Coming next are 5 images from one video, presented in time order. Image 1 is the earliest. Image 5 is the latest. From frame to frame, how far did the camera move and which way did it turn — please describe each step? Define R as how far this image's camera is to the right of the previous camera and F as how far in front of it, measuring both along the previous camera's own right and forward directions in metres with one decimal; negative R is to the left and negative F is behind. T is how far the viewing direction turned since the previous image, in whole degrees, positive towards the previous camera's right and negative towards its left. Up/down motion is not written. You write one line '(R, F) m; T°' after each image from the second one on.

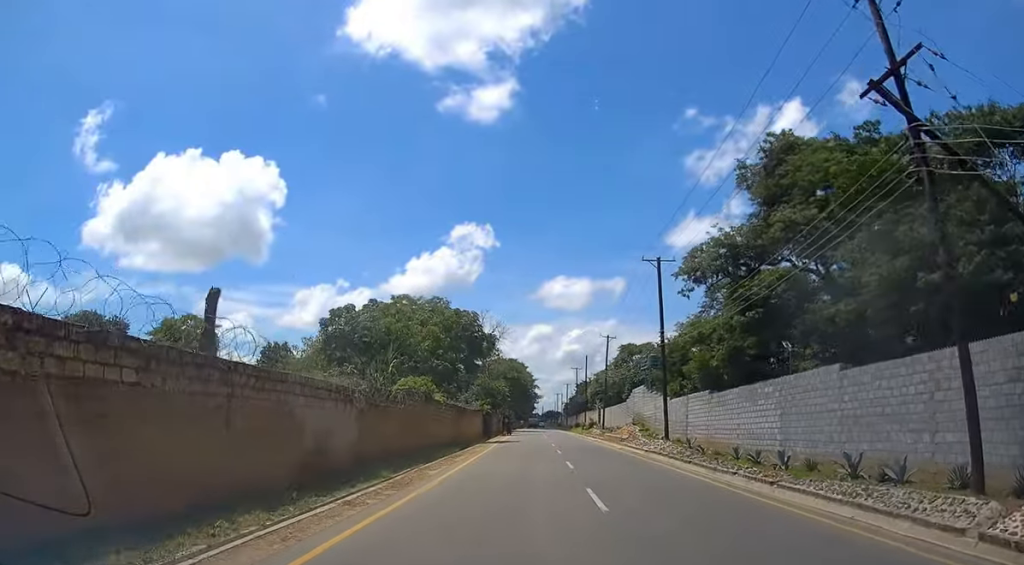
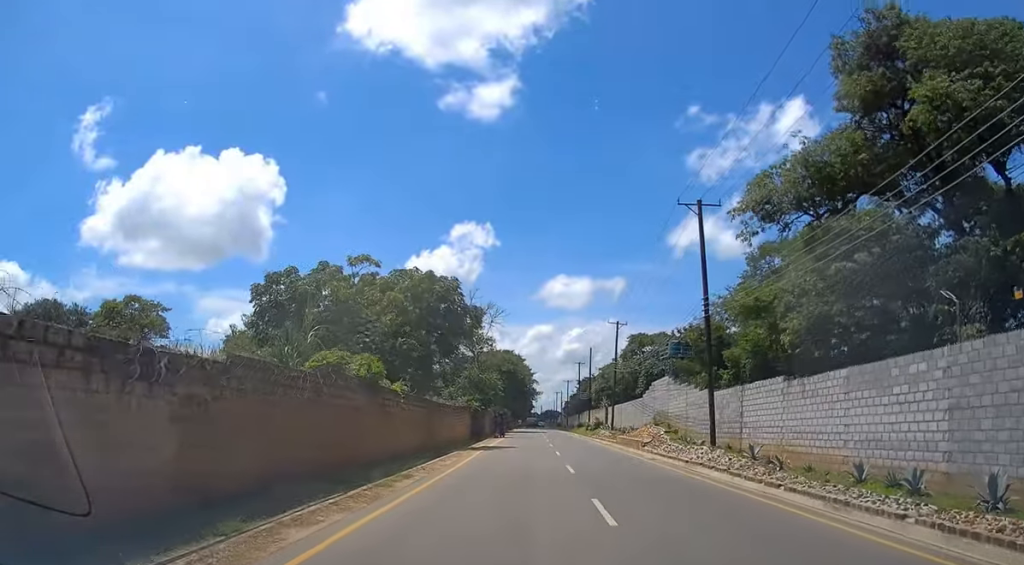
(0.0, +10.7) m; 0°
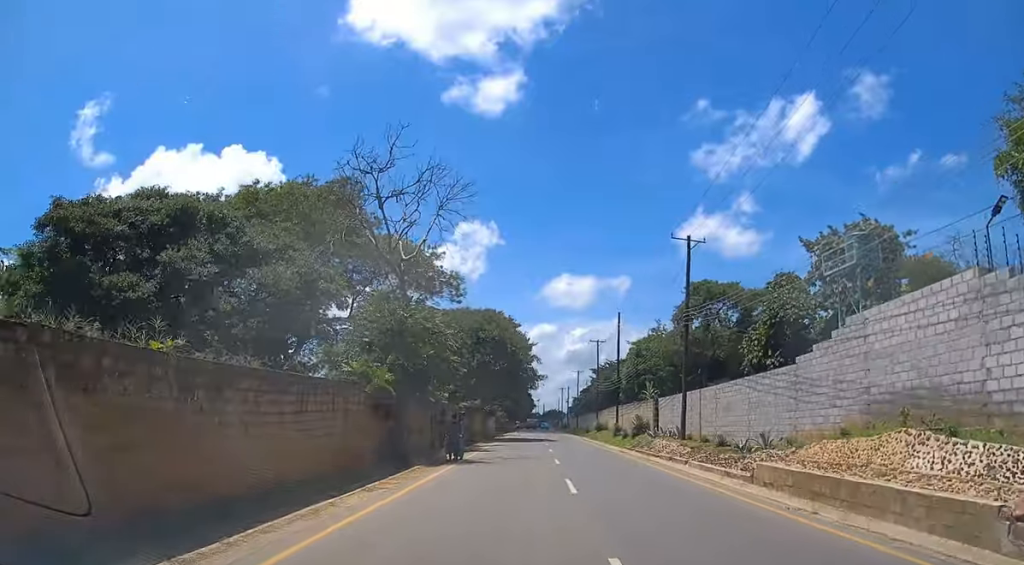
(+0.1, +32.0) m; 0°
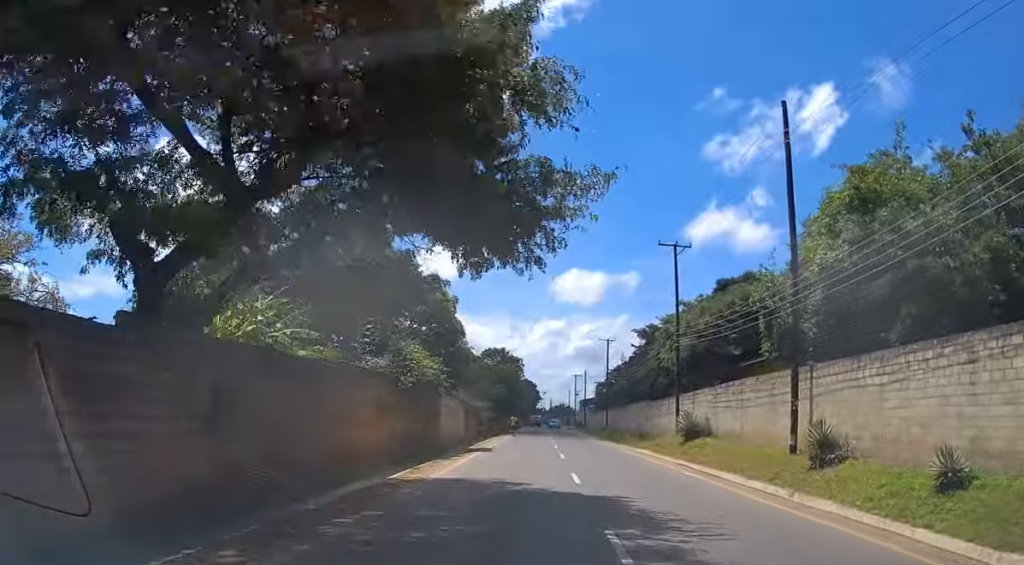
(-0.9, +43.4) m; -2°
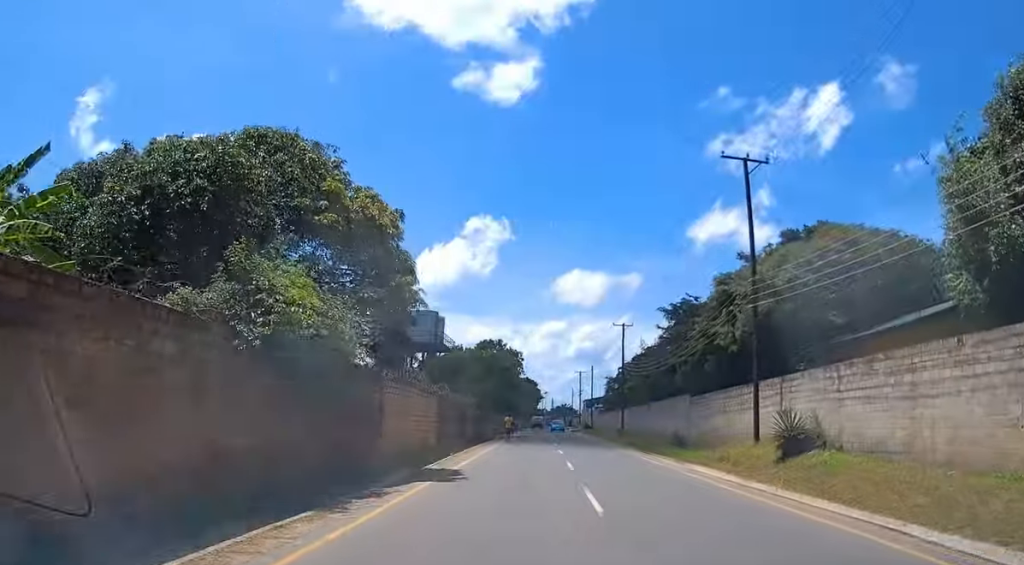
(0.0, +13.3) m; 0°
